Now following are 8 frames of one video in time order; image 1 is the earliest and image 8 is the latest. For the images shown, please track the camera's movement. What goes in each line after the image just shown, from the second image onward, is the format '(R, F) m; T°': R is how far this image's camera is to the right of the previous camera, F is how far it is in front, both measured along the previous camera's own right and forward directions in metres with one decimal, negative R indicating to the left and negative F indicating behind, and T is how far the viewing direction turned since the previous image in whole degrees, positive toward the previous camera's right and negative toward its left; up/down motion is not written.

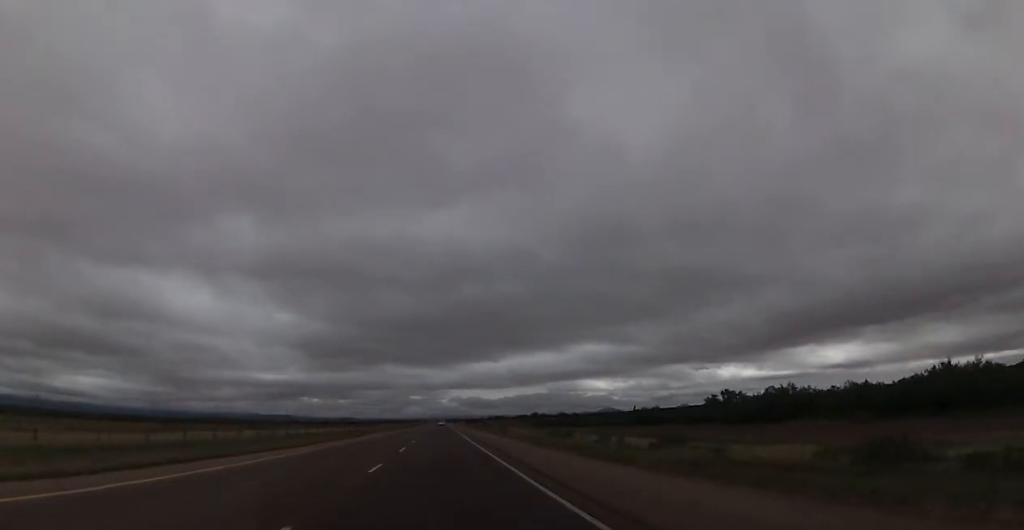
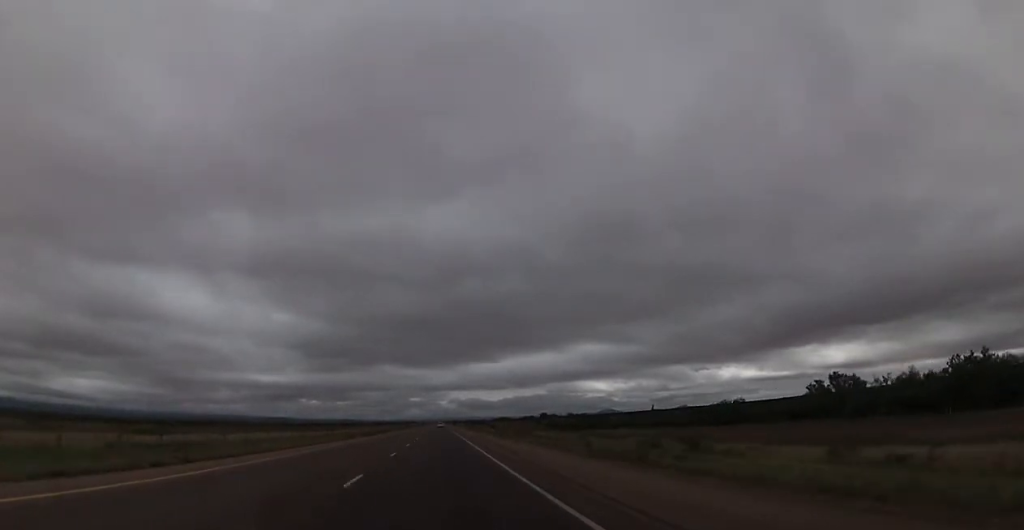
(0.0, +40.3) m; 0°
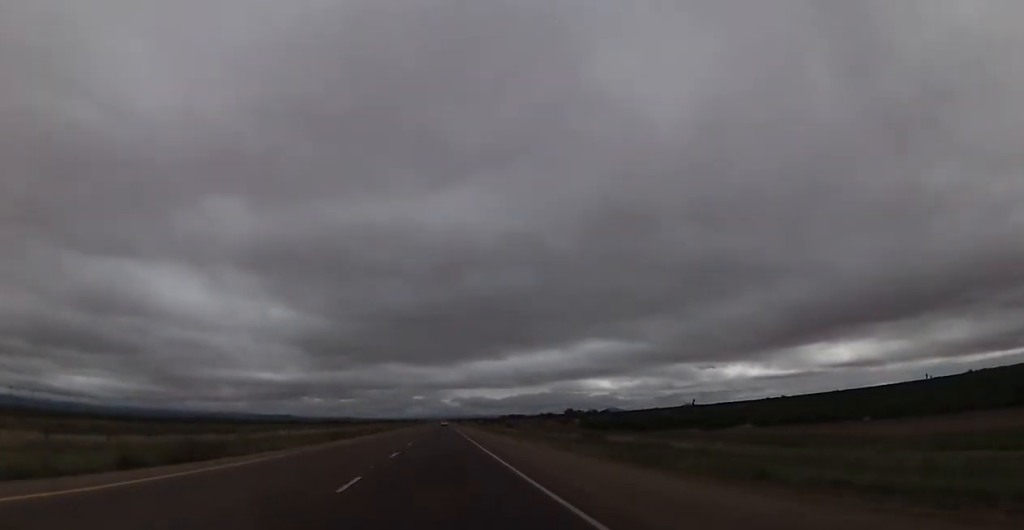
(-0.6, +62.1) m; -1°
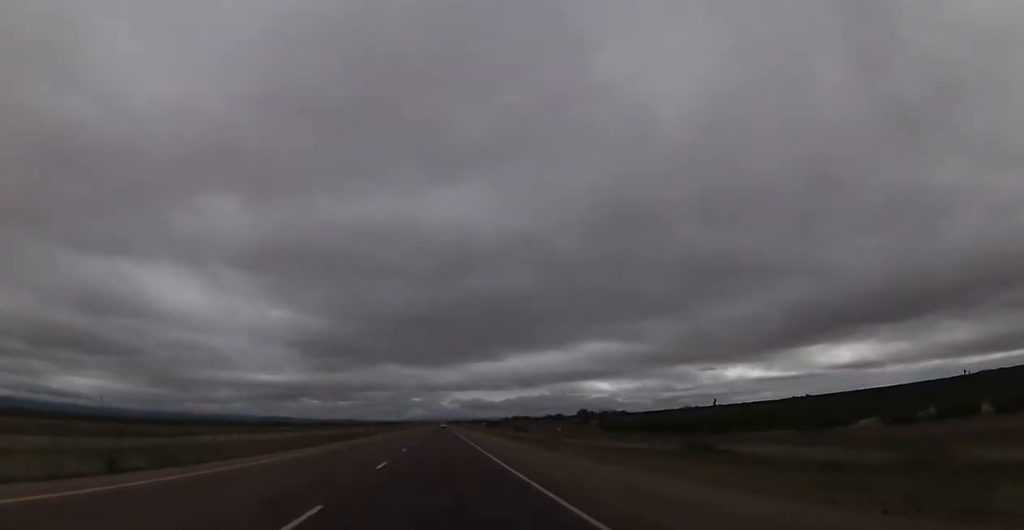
(-0.2, +29.3) m; 0°
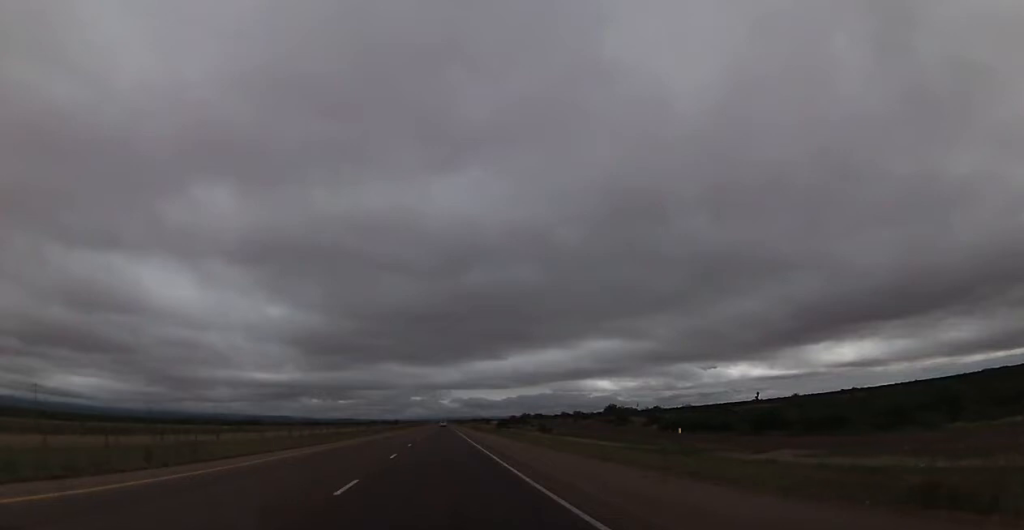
(+0.5, +43.9) m; +1°
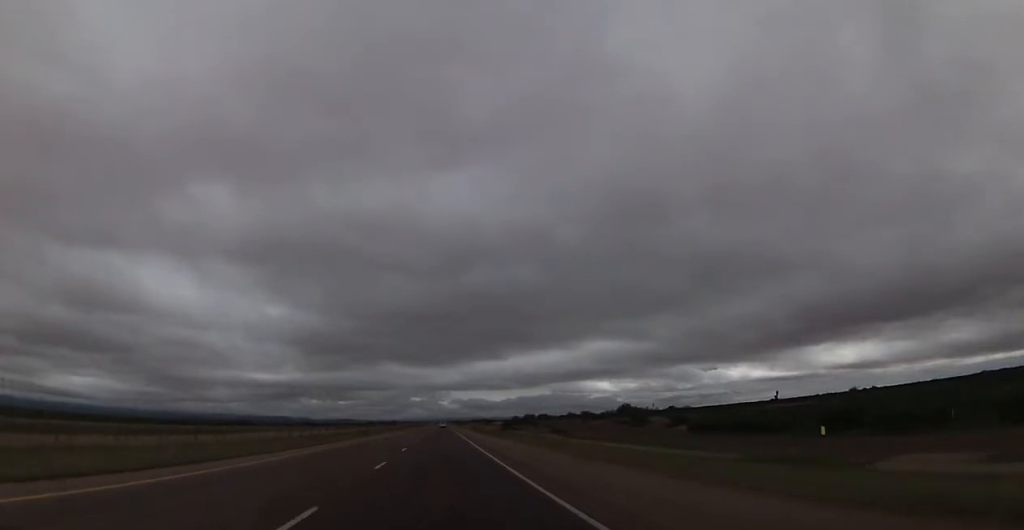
(0.0, +17.1) m; 0°
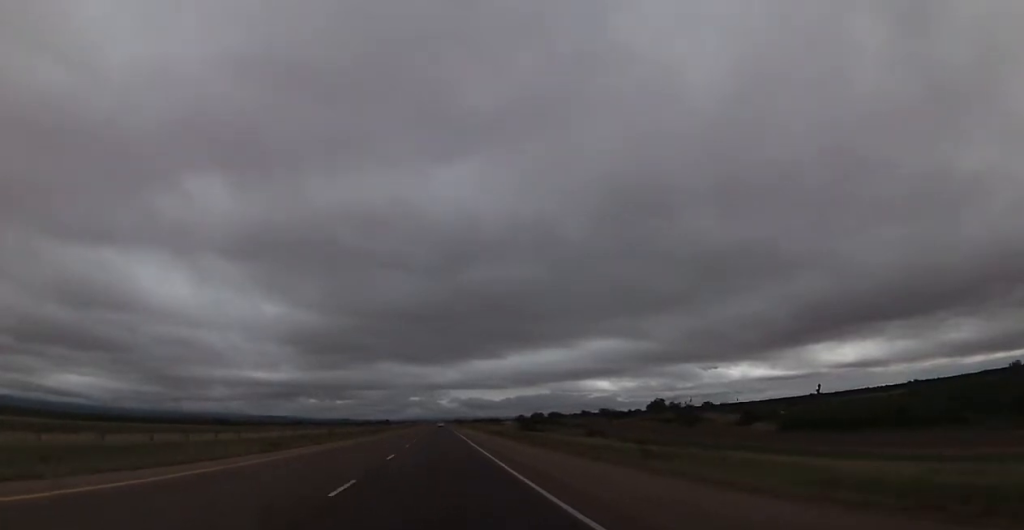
(0.0, +31.7) m; 0°
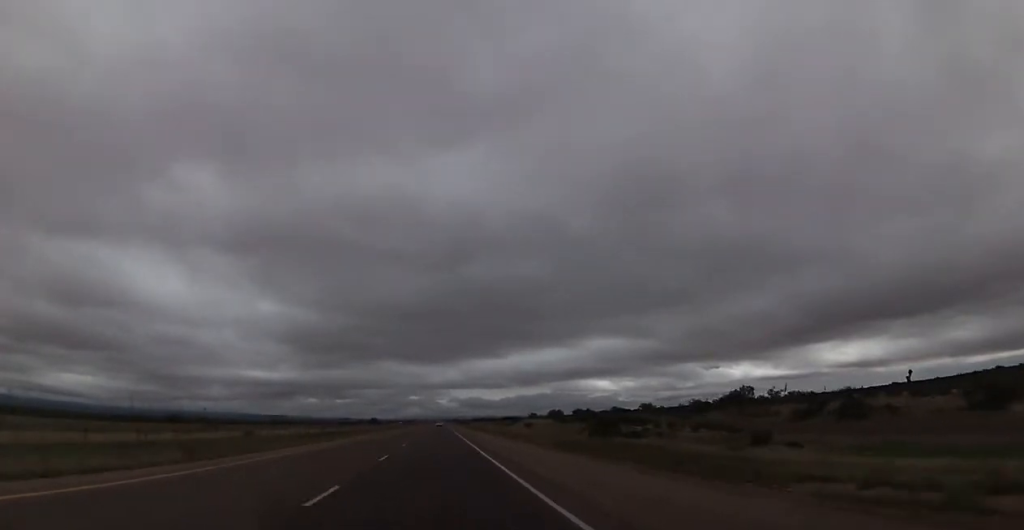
(0.0, +50.0) m; 0°
